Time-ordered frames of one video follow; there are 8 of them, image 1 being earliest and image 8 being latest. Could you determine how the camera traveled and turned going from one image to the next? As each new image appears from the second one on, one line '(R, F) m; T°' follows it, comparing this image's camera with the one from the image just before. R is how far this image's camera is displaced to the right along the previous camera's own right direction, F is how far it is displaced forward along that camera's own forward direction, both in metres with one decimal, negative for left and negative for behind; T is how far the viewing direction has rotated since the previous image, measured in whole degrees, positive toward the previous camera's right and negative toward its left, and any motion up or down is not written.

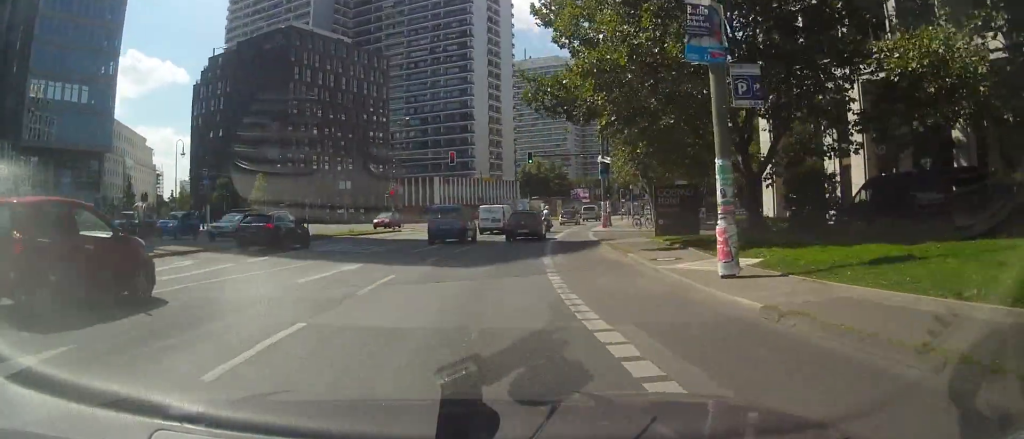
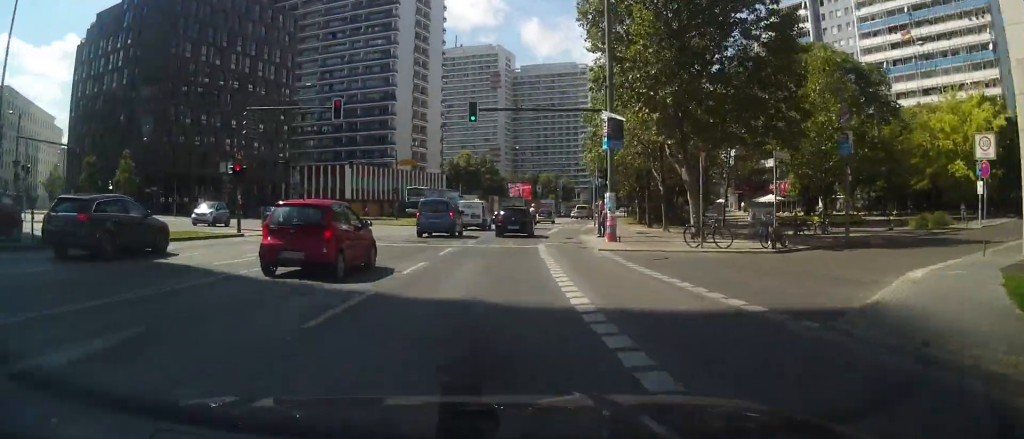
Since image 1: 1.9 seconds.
(+0.1, +20.2) m; +4°
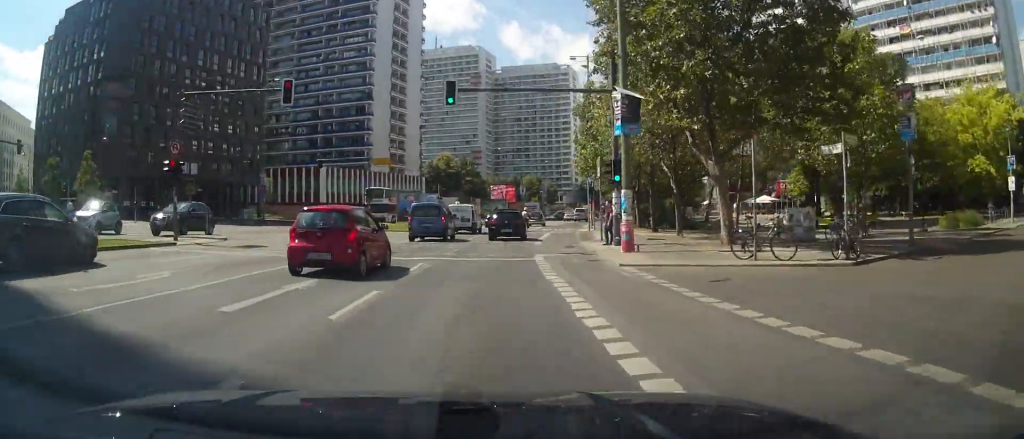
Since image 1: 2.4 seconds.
(+0.3, +5.1) m; +2°
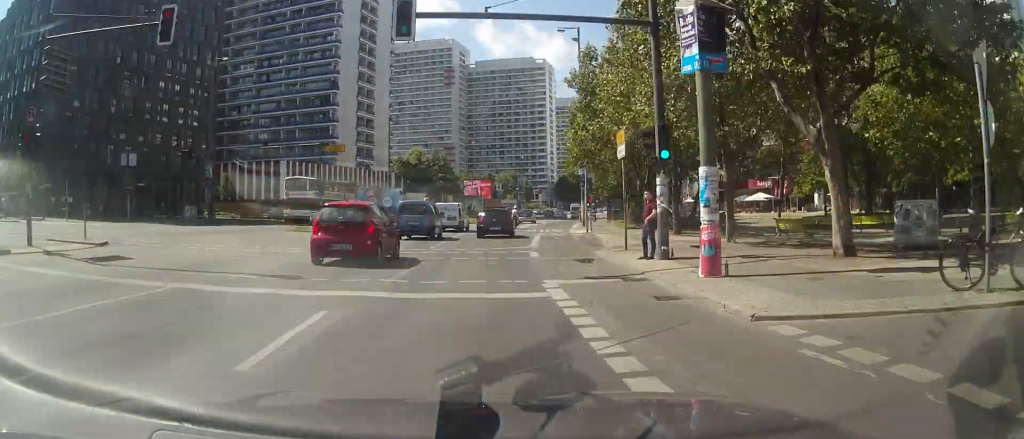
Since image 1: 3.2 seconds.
(+0.4, +8.3) m; +3°
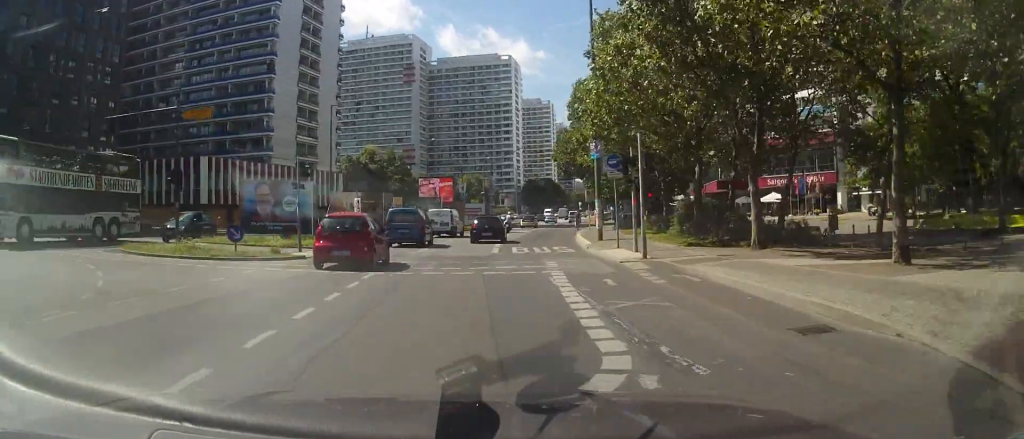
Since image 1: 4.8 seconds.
(+0.1, +17.3) m; +3°
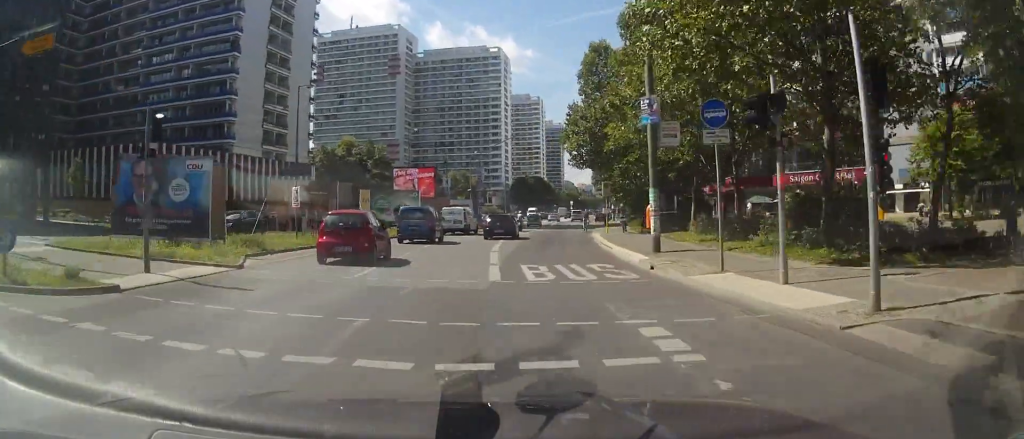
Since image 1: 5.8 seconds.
(+0.5, +10.8) m; +3°
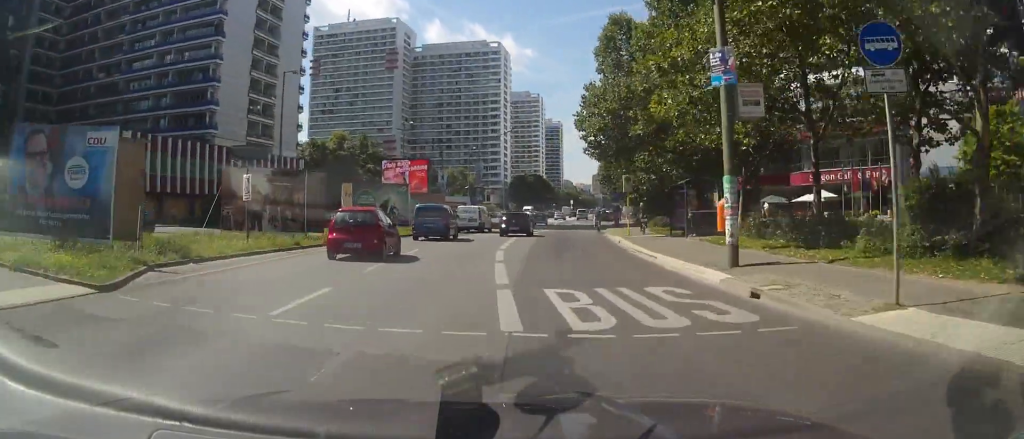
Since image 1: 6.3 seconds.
(+0.1, +5.8) m; +1°
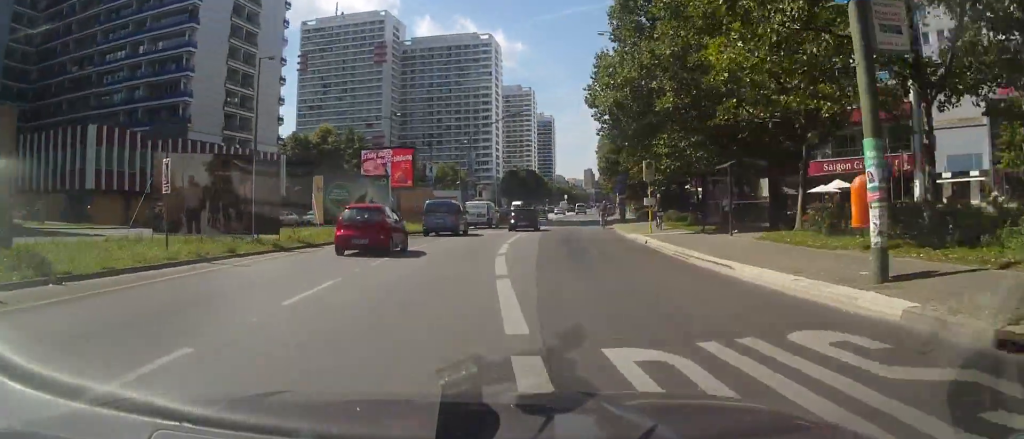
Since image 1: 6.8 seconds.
(0.0, +5.4) m; 0°
